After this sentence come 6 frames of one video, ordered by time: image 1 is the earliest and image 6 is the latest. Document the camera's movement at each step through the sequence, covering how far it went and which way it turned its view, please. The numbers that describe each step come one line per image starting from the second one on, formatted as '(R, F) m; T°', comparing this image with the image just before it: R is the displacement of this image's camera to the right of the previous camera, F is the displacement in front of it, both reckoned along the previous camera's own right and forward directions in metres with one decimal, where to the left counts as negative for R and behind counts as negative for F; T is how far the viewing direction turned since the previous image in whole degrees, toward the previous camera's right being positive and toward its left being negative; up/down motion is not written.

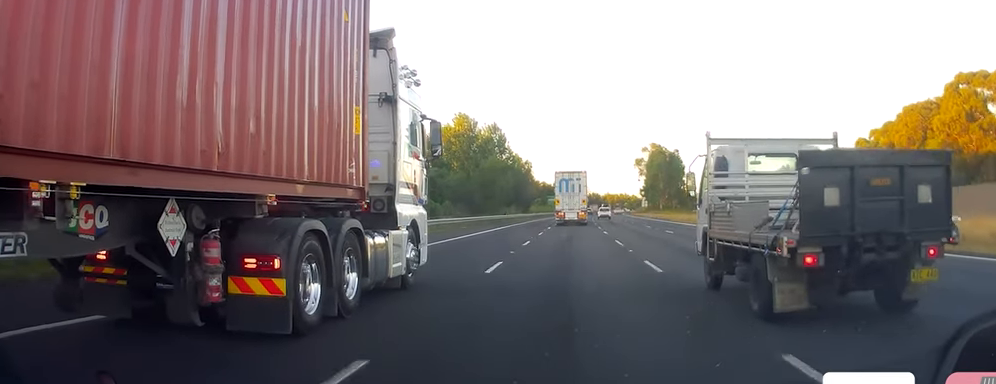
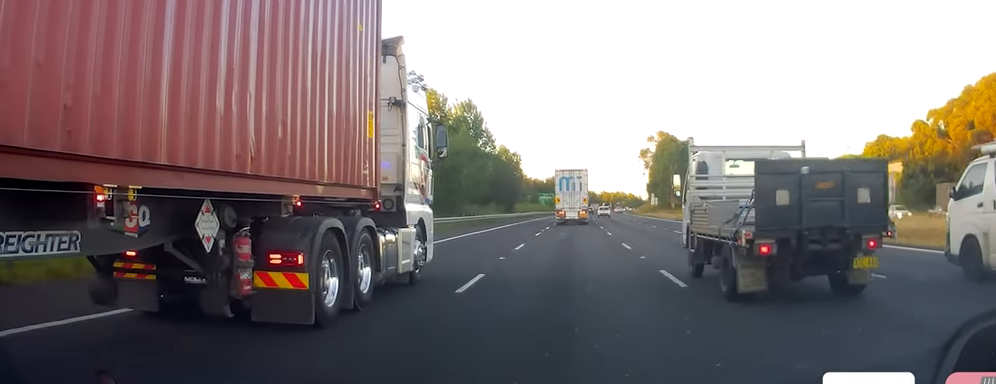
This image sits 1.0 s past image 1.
(-0.1, +27.3) m; 0°
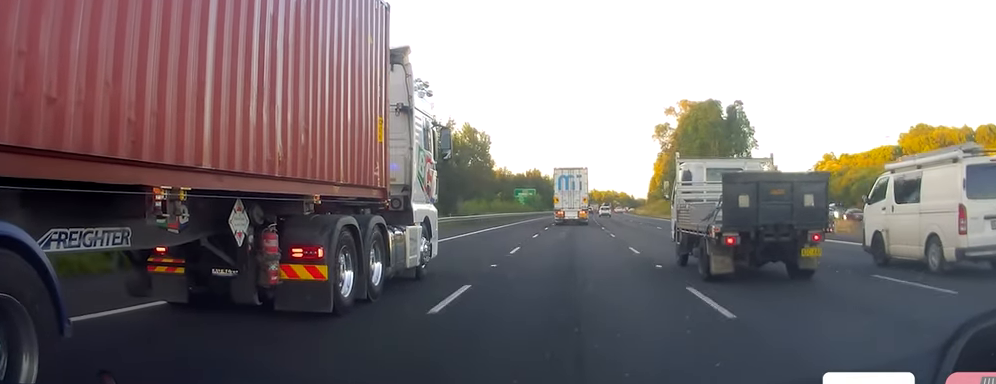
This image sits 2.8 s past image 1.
(+0.4, +50.4) m; 0°
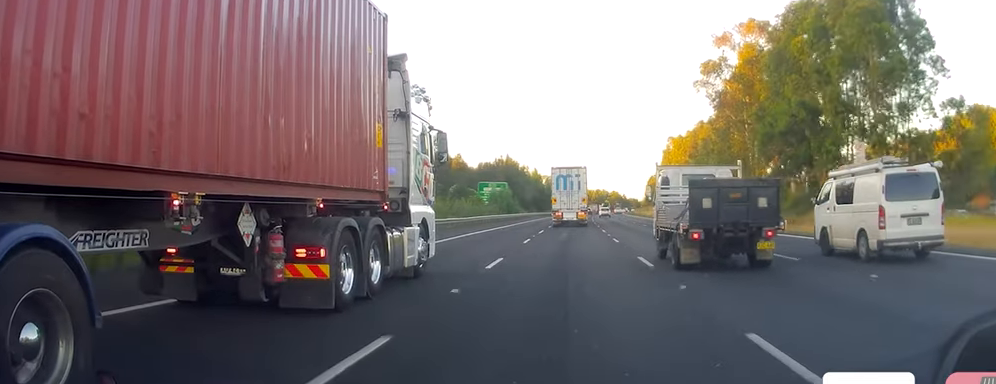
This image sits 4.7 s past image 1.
(+1.3, +52.7) m; +3°
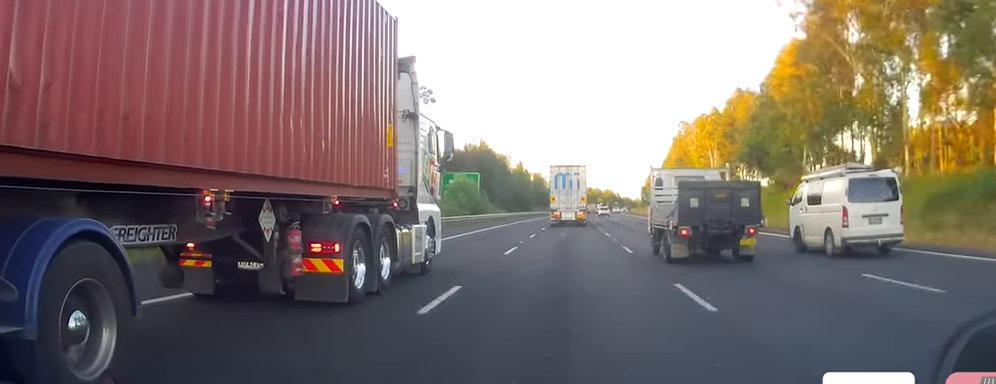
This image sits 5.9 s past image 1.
(0.0, +31.5) m; 0°
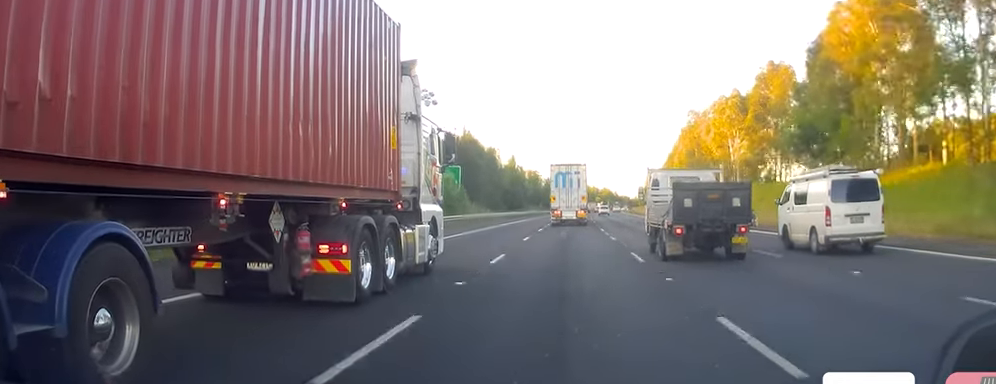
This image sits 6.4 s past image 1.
(0.0, +15.7) m; 0°
